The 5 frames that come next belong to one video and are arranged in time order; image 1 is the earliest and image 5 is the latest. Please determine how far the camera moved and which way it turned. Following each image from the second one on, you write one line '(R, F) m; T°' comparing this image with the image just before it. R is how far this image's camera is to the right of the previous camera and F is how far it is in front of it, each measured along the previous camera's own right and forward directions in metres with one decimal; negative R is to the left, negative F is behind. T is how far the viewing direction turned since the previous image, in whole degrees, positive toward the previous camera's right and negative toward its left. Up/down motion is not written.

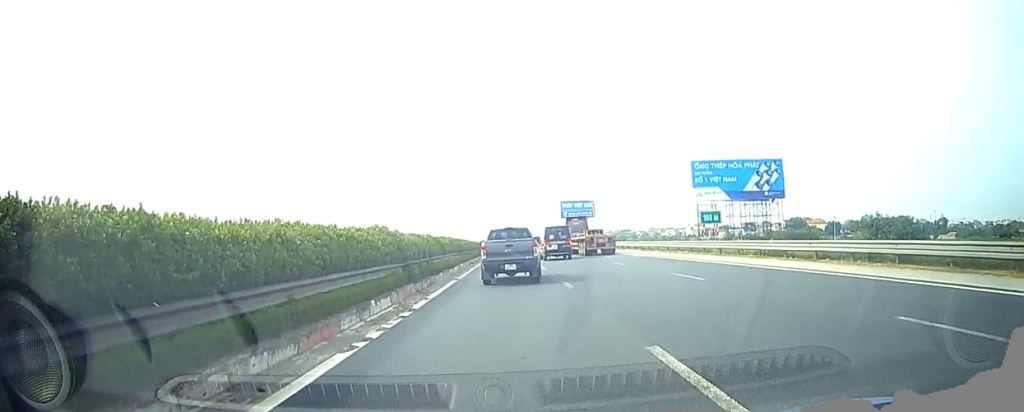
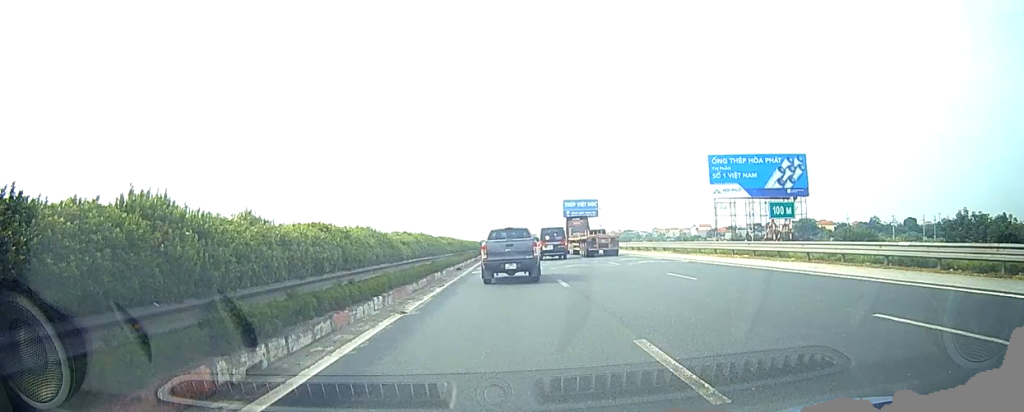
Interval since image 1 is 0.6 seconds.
(0.0, +10.5) m; 0°
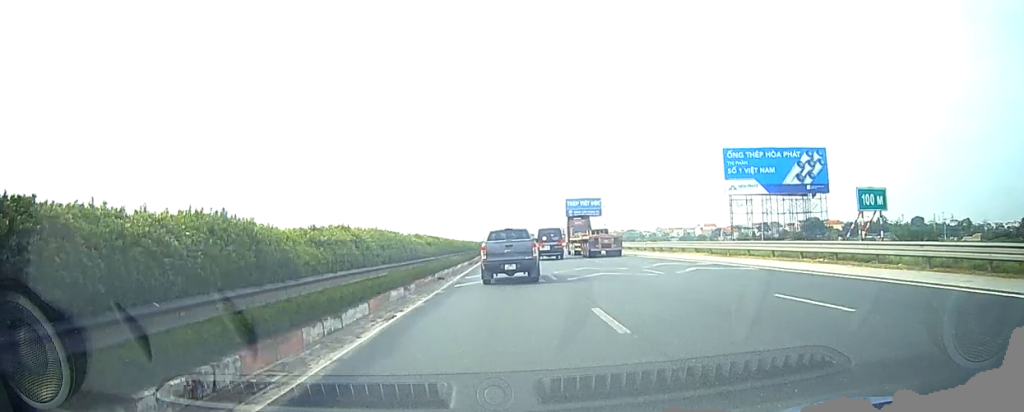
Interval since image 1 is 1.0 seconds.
(0.0, +7.9) m; 0°
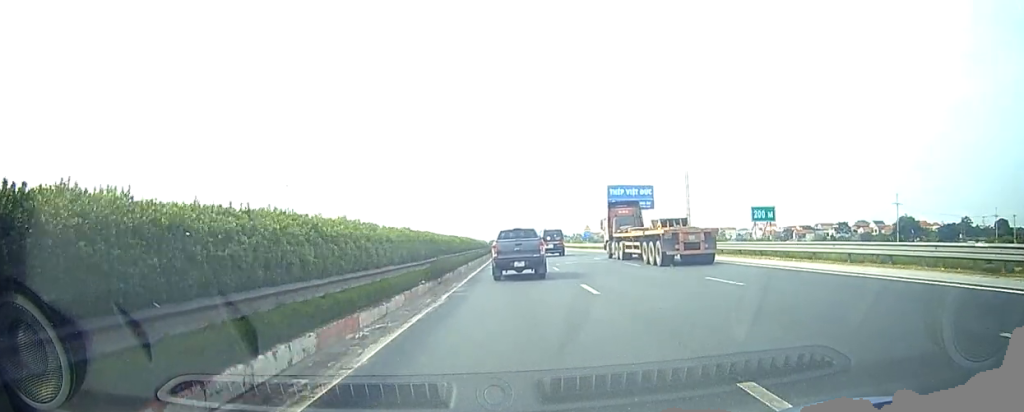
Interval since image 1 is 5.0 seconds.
(-0.2, +71.0) m; -1°
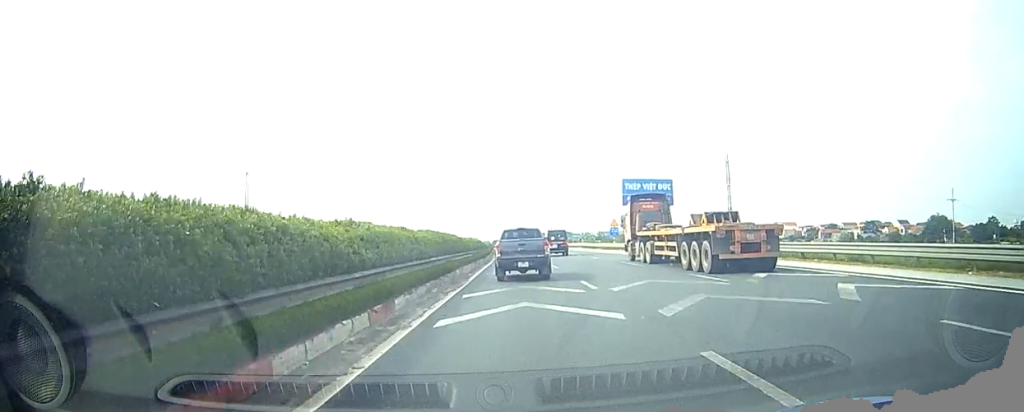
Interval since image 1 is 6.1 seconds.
(-0.3, +21.8) m; -1°
